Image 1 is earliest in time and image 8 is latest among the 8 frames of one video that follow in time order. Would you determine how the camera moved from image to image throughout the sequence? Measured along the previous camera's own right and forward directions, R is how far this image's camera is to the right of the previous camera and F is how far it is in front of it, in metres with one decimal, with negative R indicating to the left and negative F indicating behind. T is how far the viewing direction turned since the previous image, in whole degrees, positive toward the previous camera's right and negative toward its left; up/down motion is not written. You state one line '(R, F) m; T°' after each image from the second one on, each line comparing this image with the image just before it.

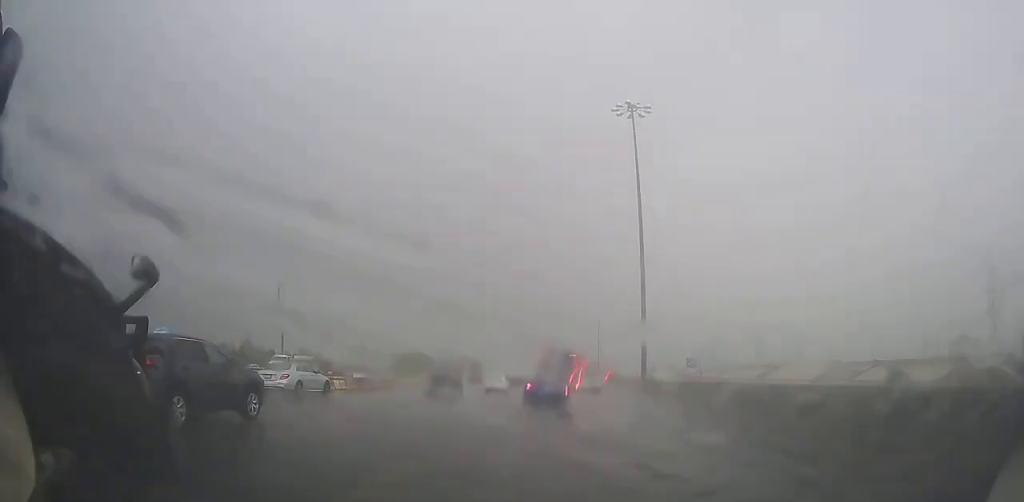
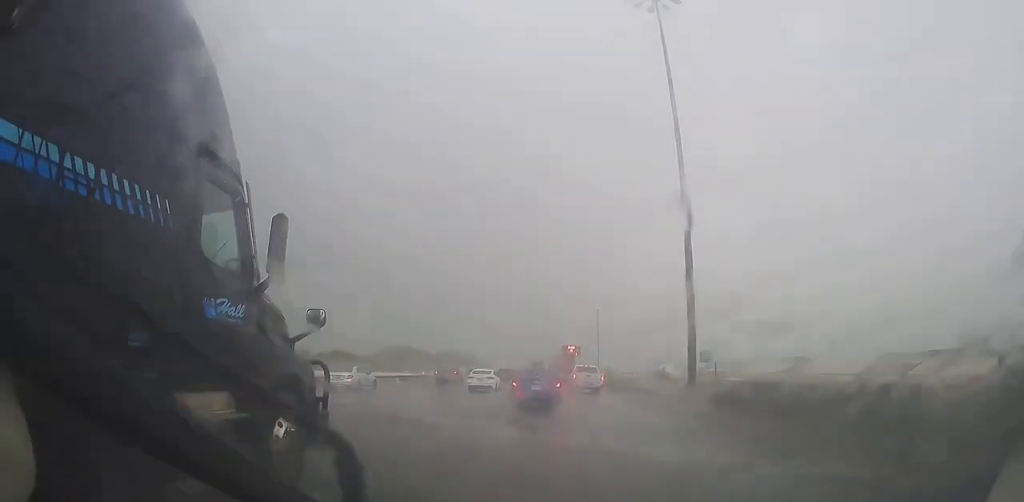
(-0.2, +19.5) m; -1°
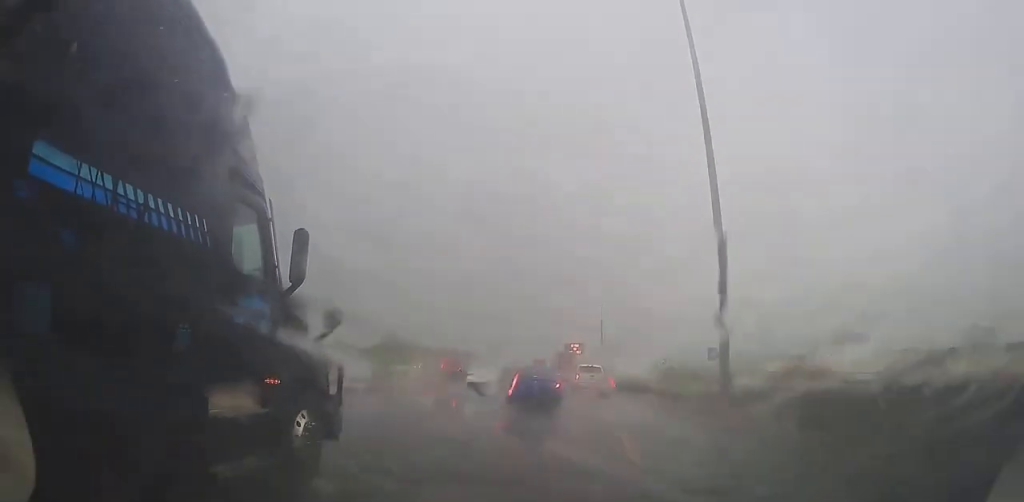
(0.0, +6.1) m; +1°
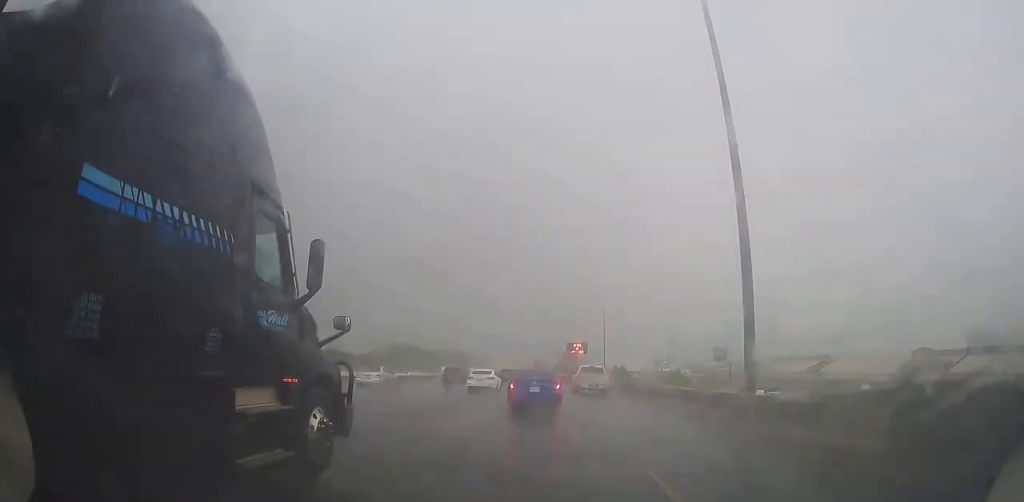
(+0.1, +3.7) m; 0°
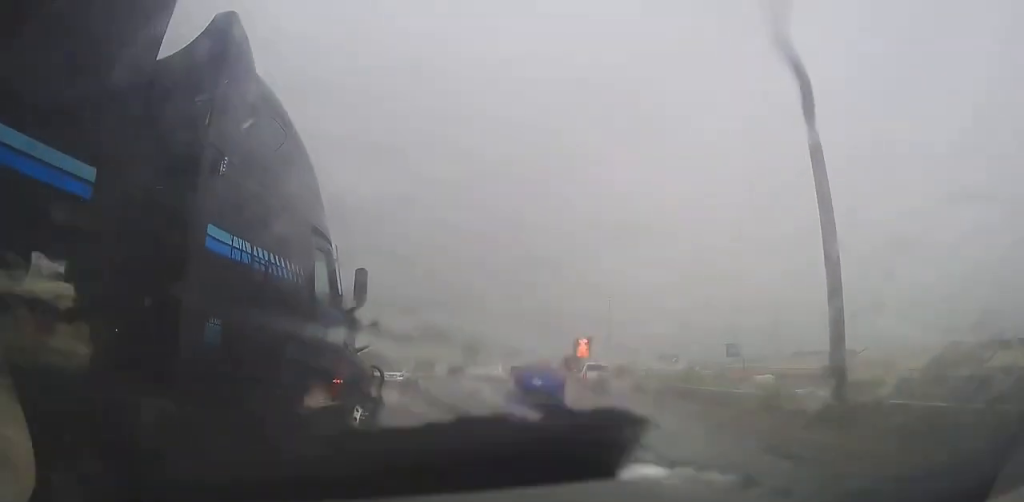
(0.0, +8.7) m; -1°
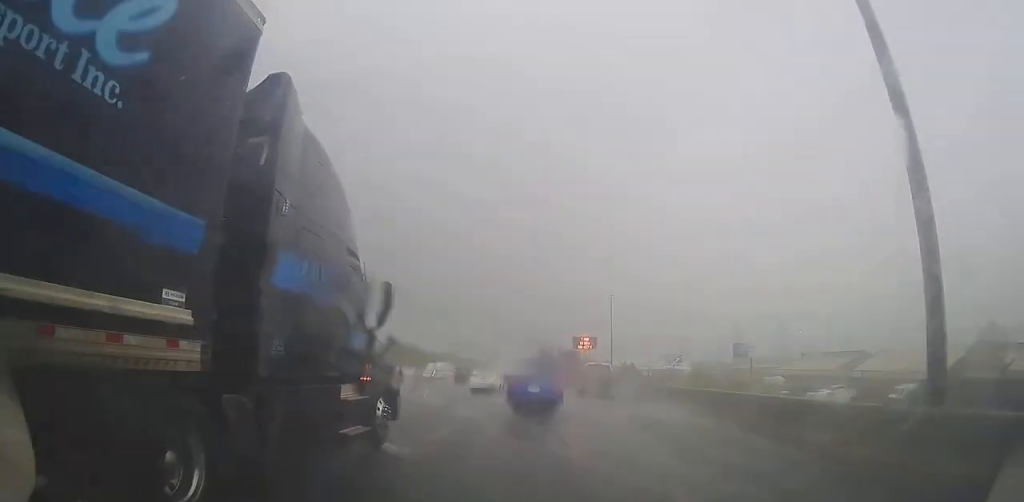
(-0.2, +5.5) m; -1°
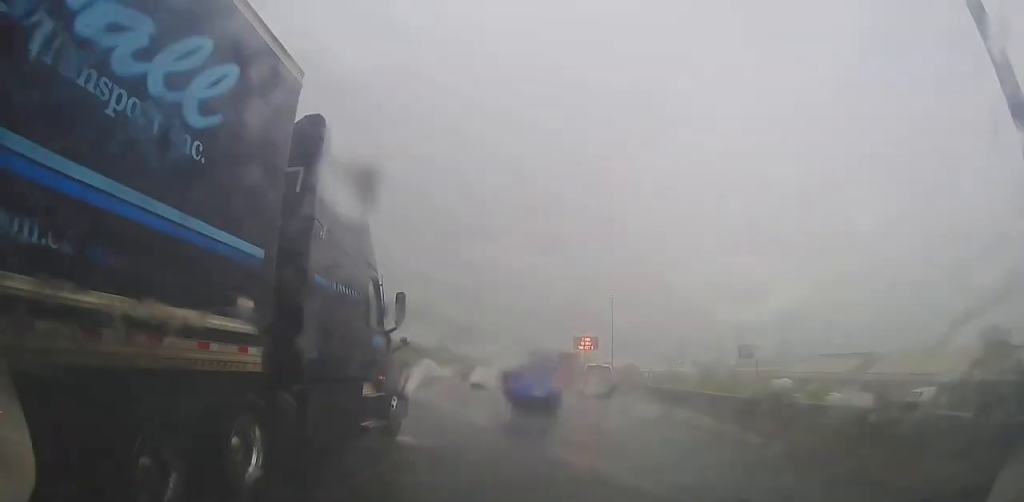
(+0.1, +4.8) m; 0°
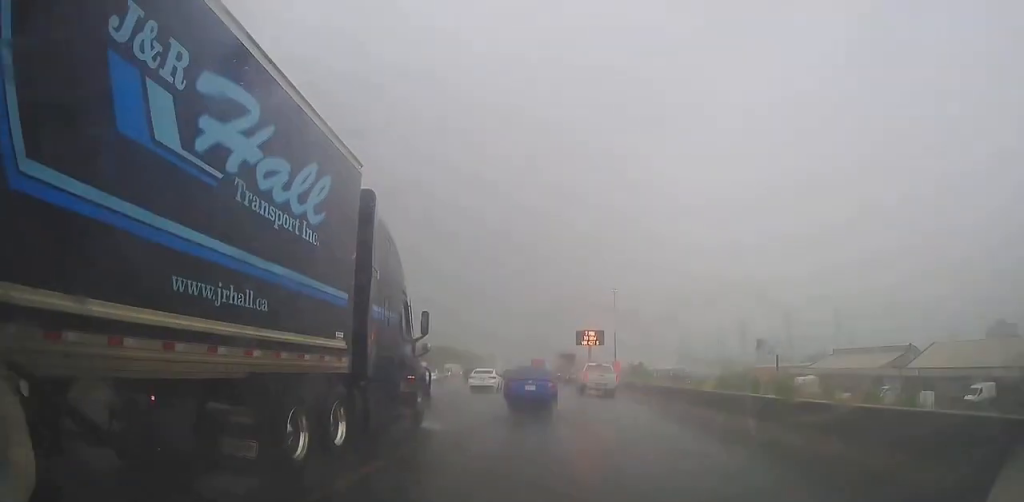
(+0.1, +12.7) m; -1°
